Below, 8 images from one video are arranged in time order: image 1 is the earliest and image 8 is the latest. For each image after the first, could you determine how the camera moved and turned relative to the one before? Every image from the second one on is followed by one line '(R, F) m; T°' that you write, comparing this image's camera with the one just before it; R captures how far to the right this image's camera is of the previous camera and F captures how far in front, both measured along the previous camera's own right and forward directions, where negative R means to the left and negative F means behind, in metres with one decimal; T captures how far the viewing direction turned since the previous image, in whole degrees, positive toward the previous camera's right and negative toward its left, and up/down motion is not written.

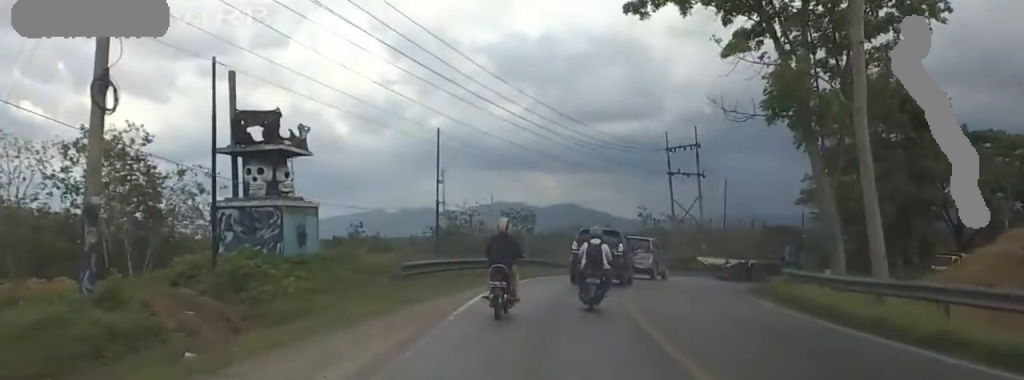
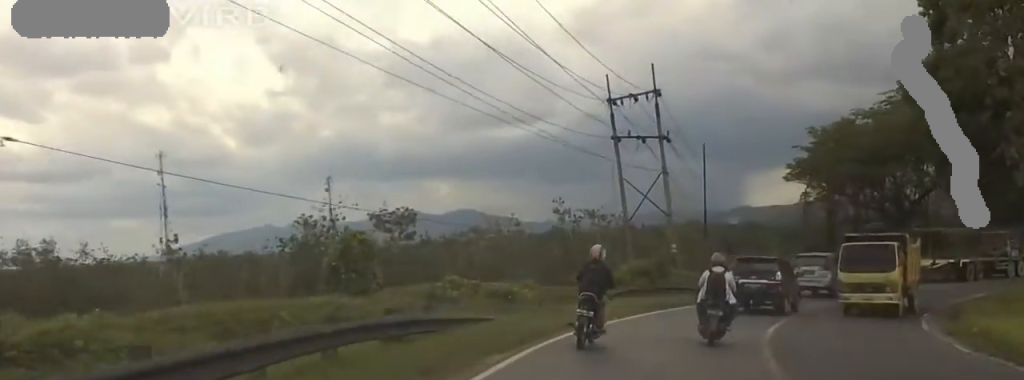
(-0.3, +28.2) m; -3°
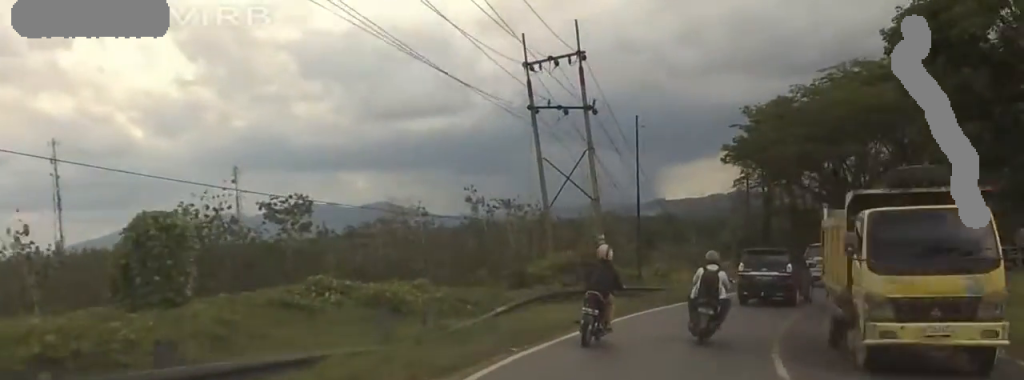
(+0.3, +7.6) m; -2°
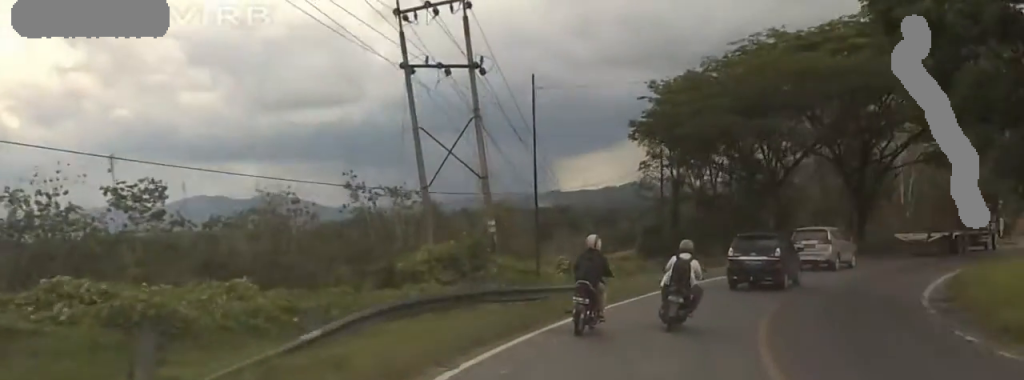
(-0.1, +7.5) m; -1°
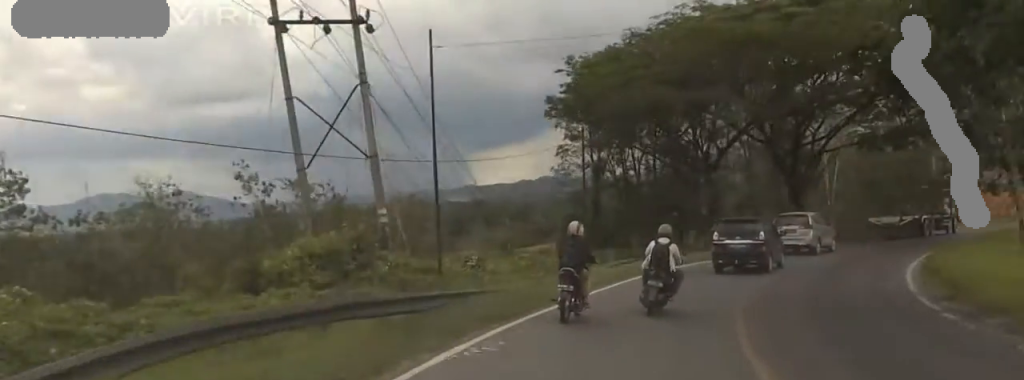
(-0.7, +5.5) m; +1°
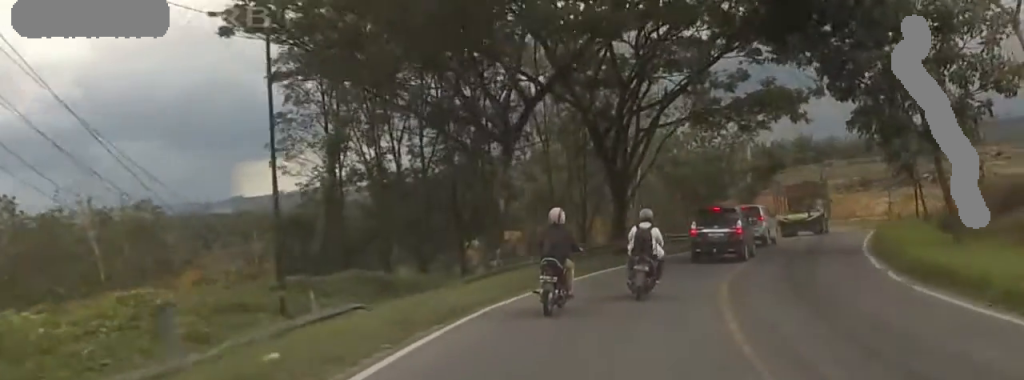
(+1.8, +16.5) m; +8°
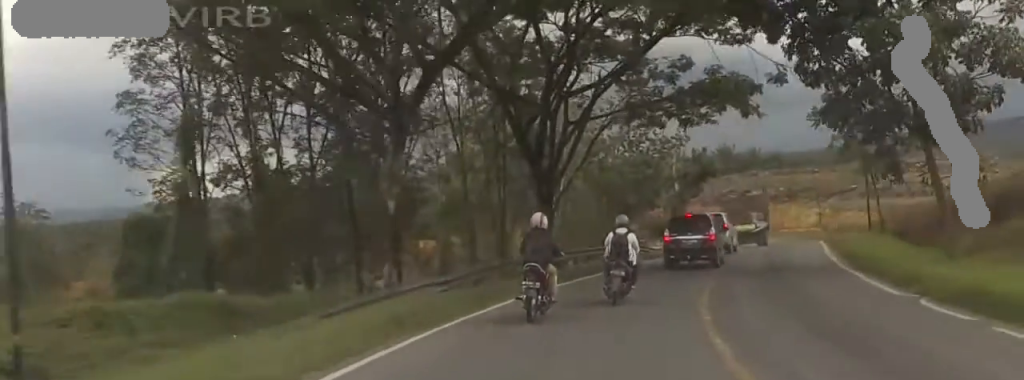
(-0.1, +5.6) m; -1°
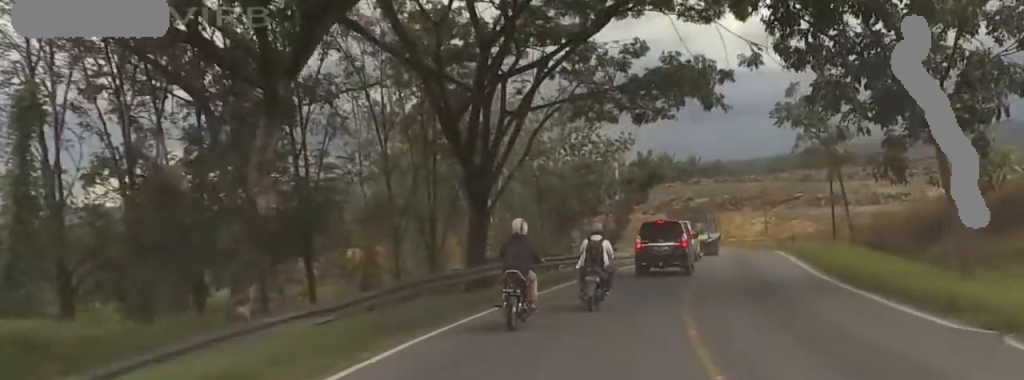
(0.0, +4.3) m; -1°
